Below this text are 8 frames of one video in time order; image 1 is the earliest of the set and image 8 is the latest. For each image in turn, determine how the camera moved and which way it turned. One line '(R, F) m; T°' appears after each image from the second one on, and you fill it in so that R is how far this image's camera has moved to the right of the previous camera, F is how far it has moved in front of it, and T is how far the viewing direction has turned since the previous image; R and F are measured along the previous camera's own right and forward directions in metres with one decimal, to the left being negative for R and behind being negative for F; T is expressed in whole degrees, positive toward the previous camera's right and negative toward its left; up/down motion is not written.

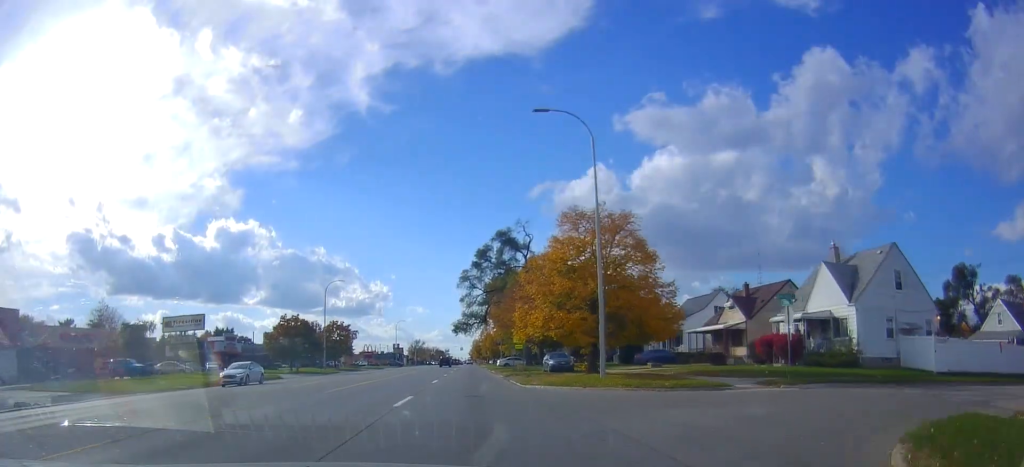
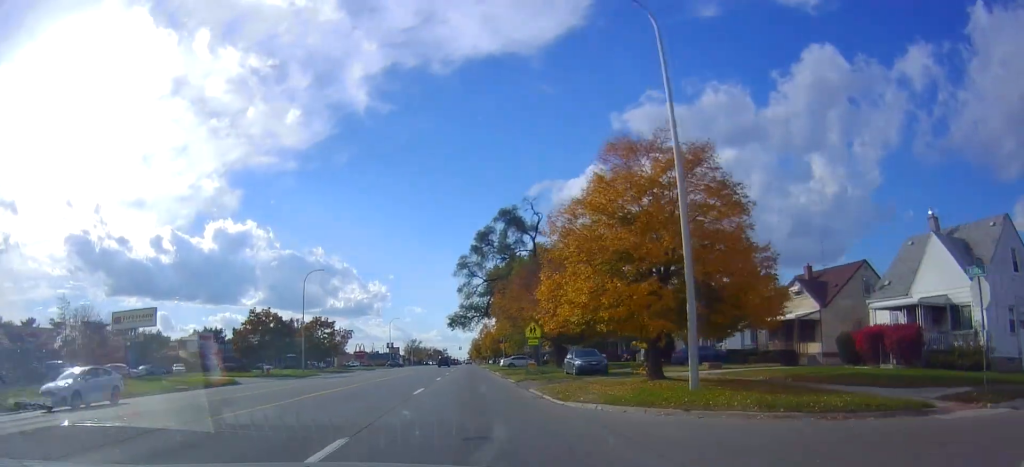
(-0.3, +10.4) m; 0°
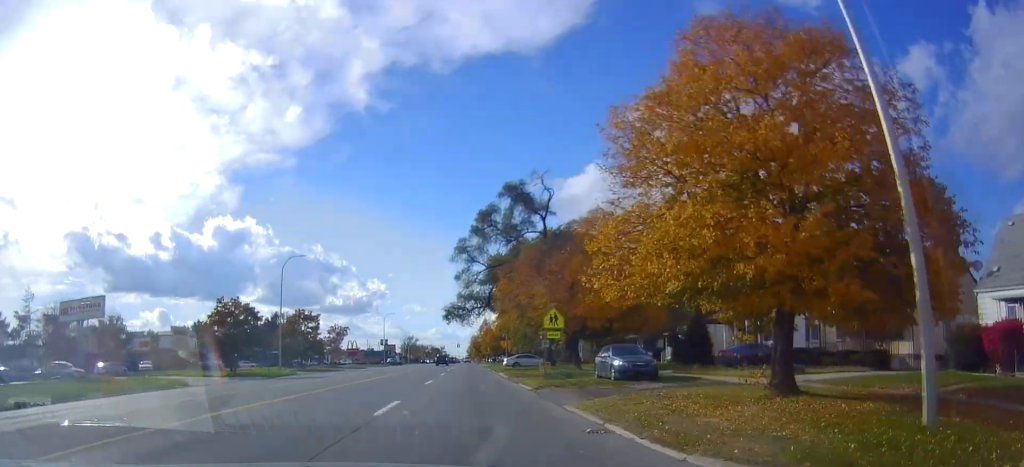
(+0.2, +8.7) m; +1°
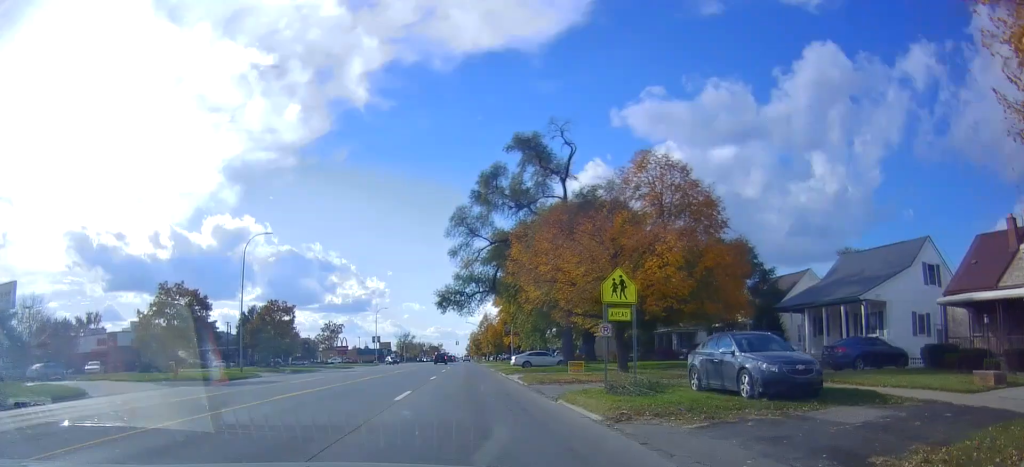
(+0.2, +11.5) m; +1°
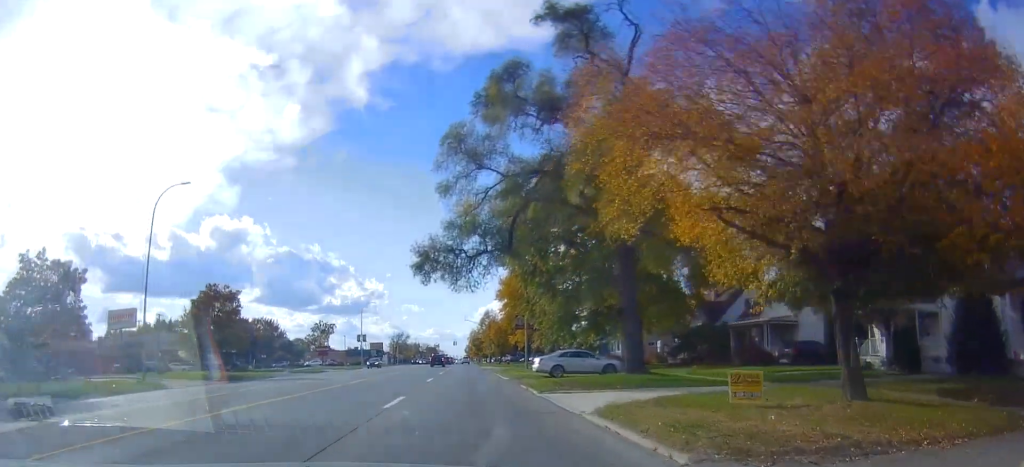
(0.0, +17.7) m; 0°
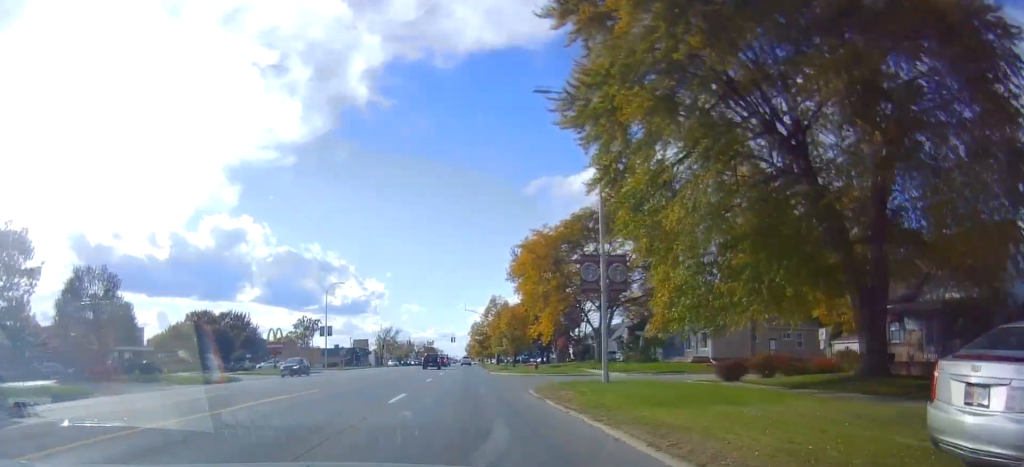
(-0.9, +31.0) m; -1°
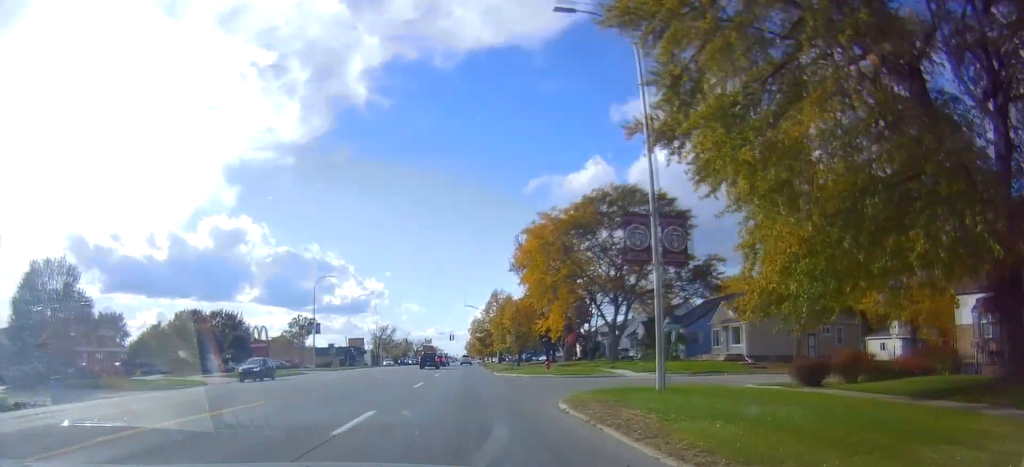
(+0.2, +6.8) m; +1°
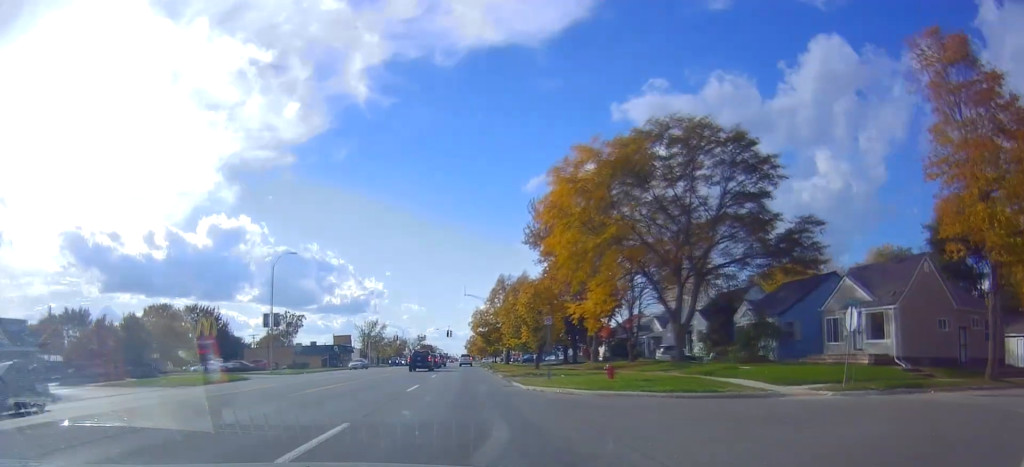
(+0.3, +17.8) m; +1°
